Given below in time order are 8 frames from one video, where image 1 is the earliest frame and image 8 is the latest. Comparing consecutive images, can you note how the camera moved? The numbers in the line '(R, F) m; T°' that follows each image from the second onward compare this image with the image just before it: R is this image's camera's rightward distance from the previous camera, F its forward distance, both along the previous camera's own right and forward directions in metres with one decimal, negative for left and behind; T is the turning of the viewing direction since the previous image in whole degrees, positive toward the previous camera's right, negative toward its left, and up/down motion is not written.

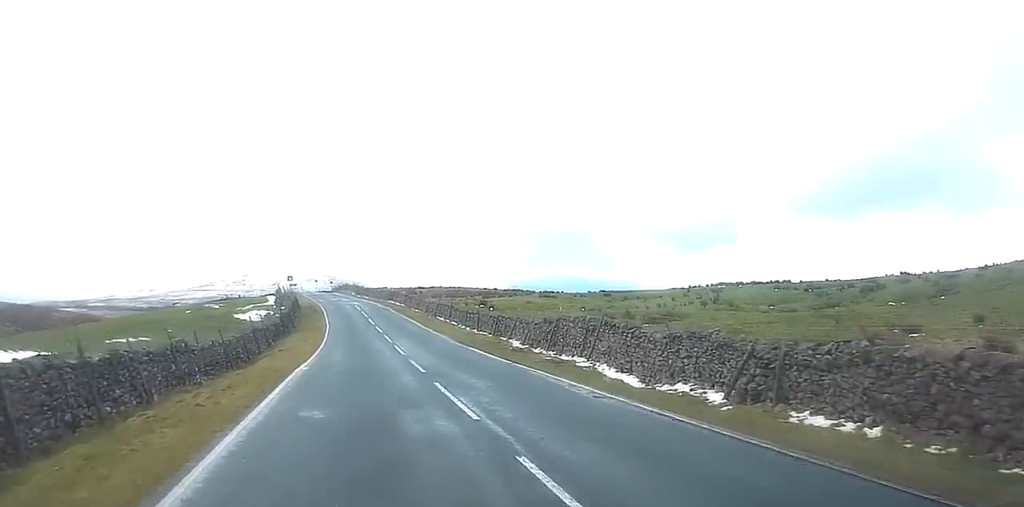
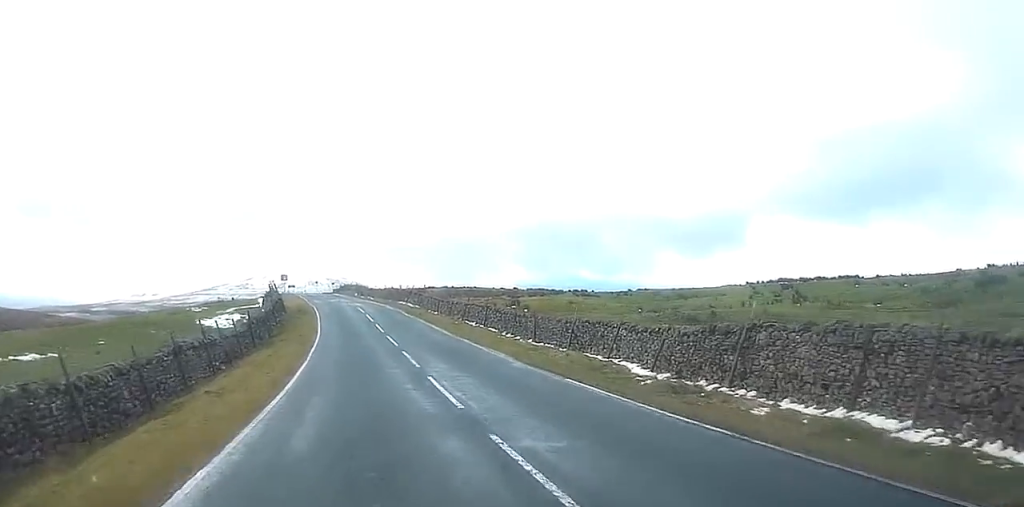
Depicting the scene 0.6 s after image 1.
(+0.1, +16.1) m; 0°
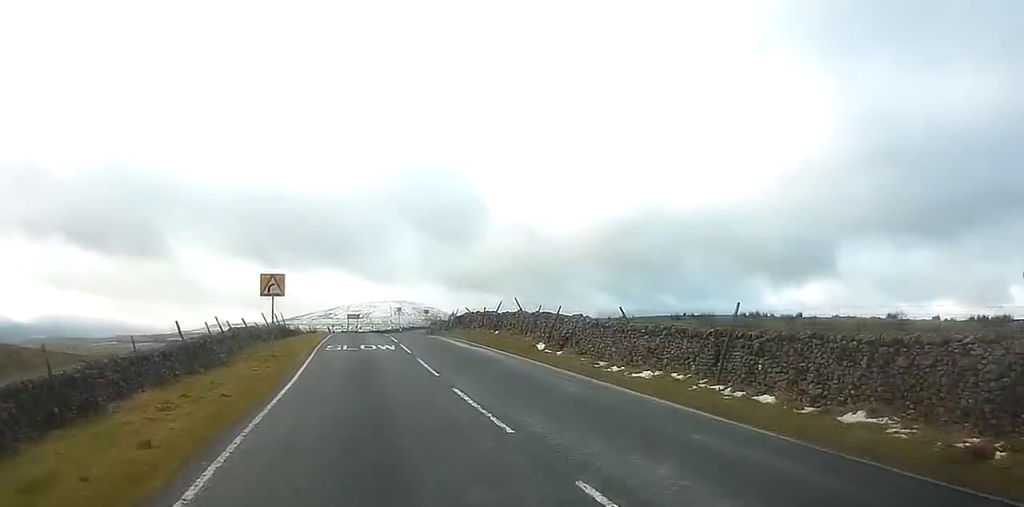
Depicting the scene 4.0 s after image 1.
(-3.2, +85.7) m; -5°
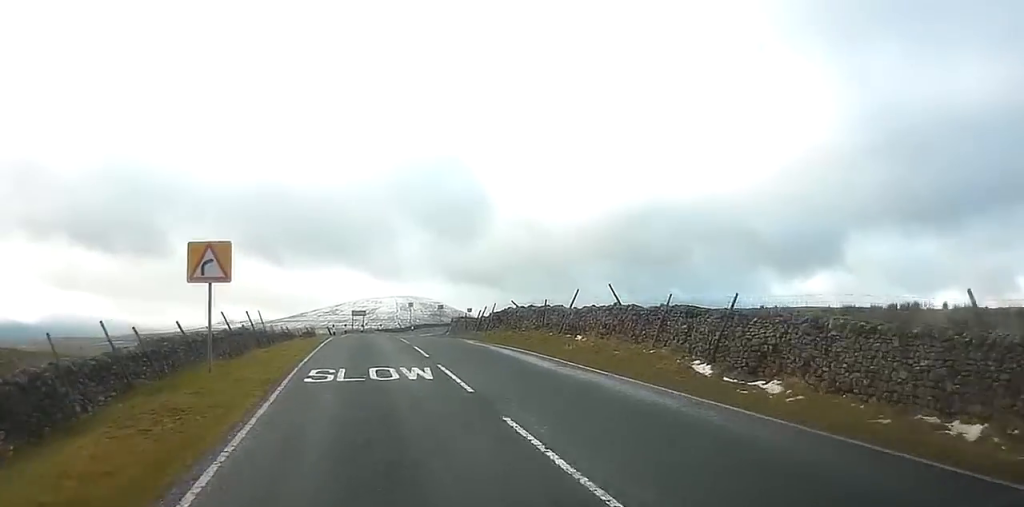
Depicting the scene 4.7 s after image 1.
(-0.2, +14.6) m; -1°
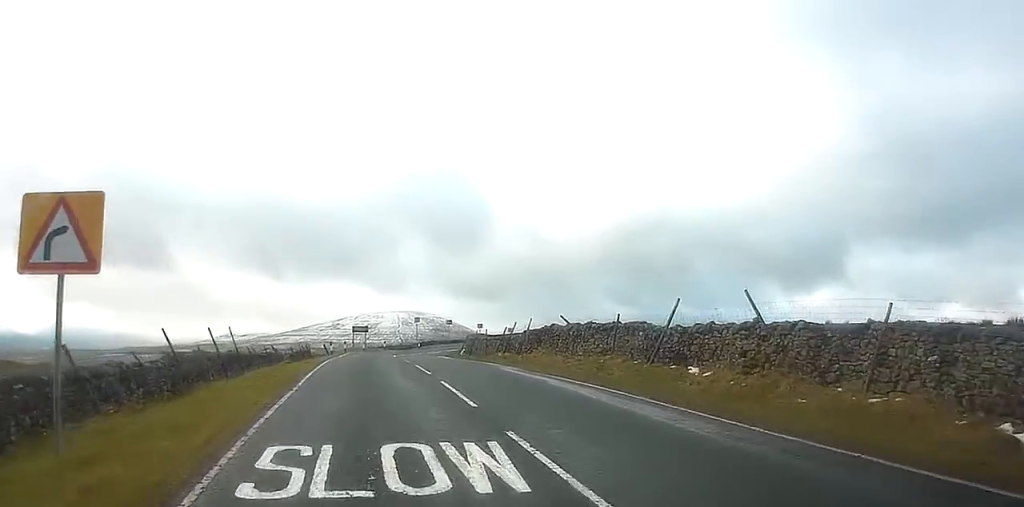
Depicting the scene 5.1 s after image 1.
(-0.1, +9.4) m; 0°
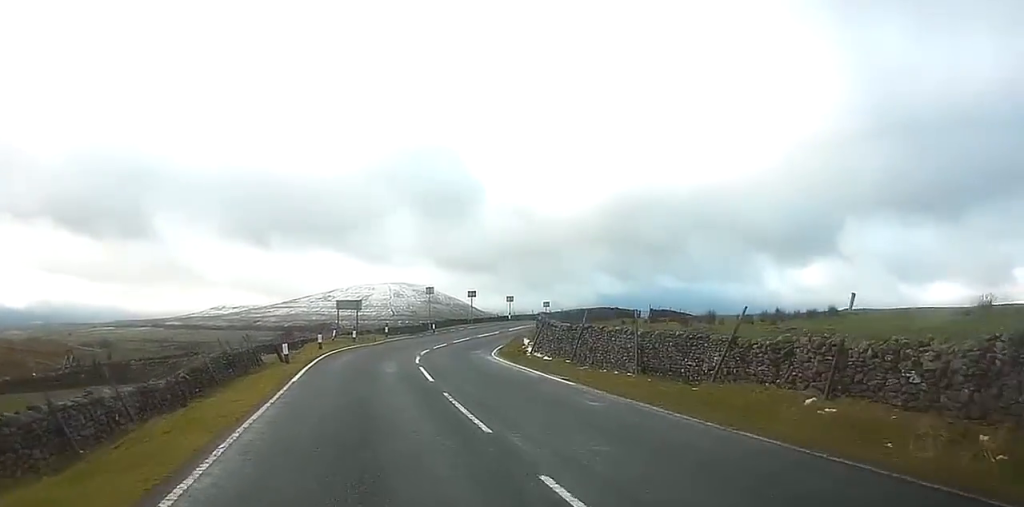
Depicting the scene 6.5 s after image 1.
(+0.2, +30.3) m; +2°
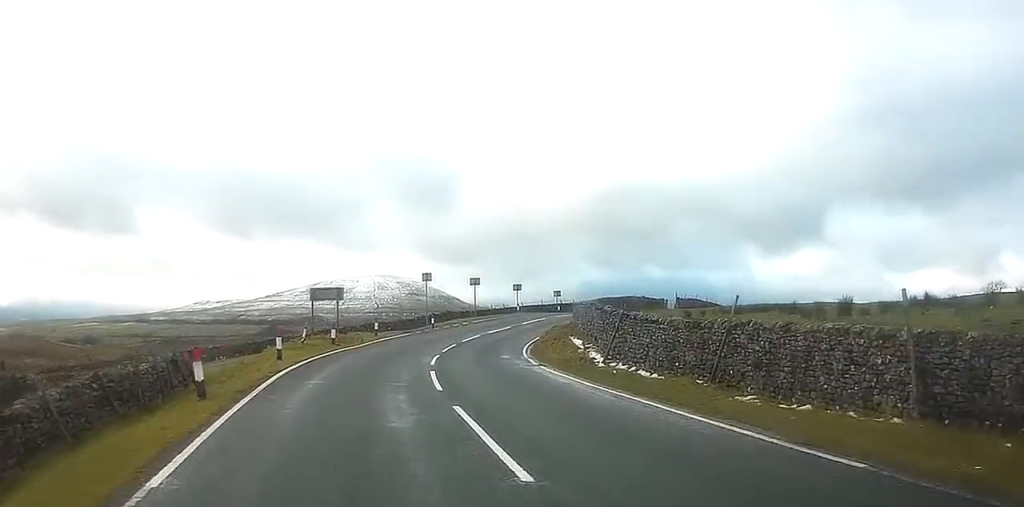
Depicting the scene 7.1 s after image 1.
(0.0, +12.9) m; +1°
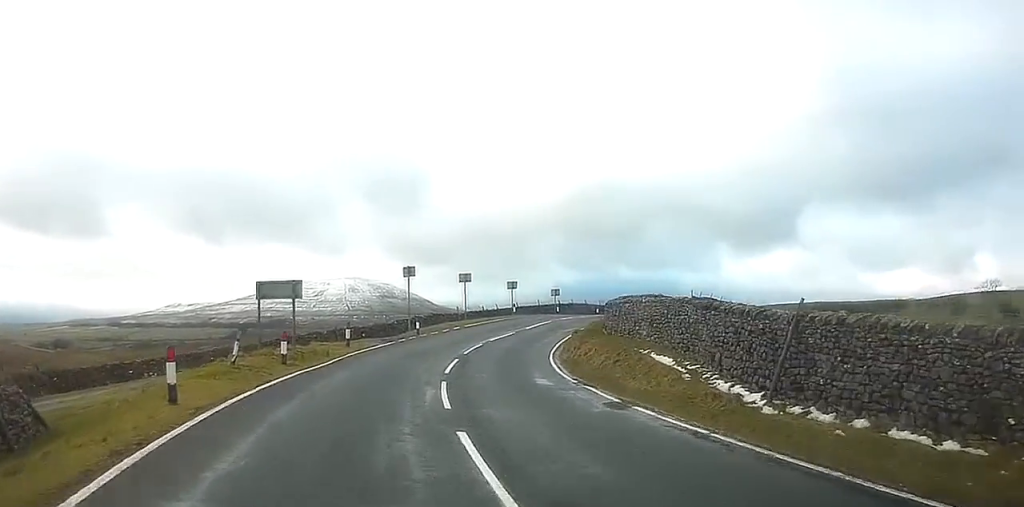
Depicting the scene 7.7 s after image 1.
(+0.2, +11.1) m; +3°
